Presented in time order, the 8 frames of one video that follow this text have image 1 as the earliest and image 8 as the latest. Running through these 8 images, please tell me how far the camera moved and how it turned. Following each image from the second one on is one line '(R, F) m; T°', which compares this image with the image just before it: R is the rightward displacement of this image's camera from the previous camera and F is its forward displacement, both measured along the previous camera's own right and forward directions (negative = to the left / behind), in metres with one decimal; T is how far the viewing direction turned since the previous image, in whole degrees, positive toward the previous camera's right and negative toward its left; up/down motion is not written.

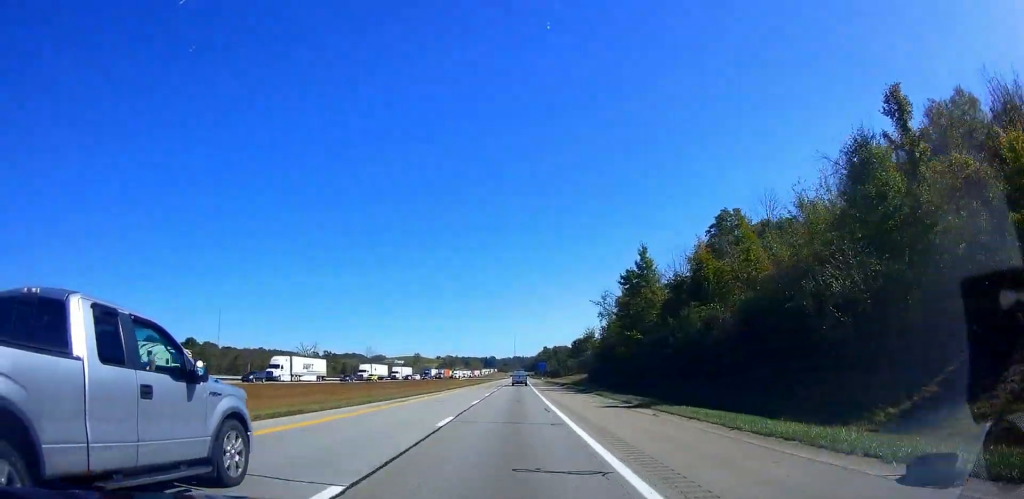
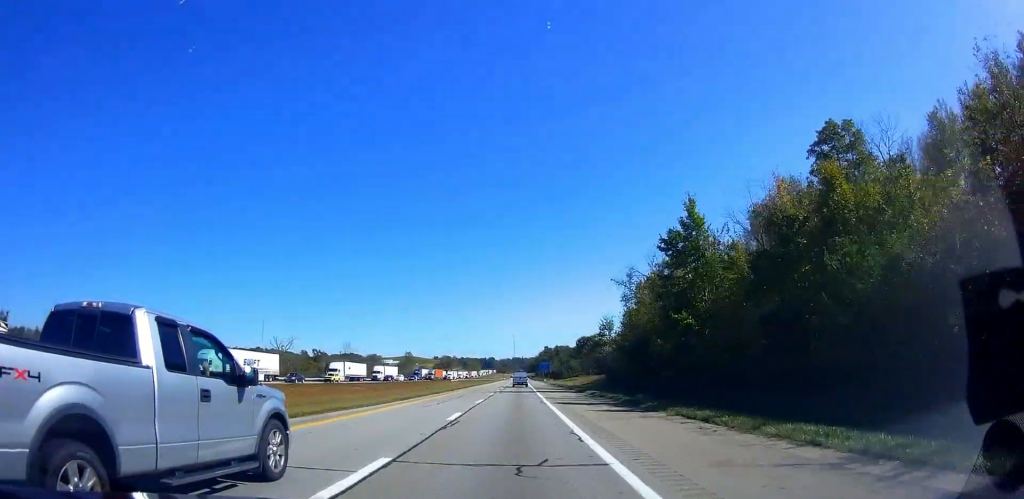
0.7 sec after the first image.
(0.0, +21.6) m; +1°
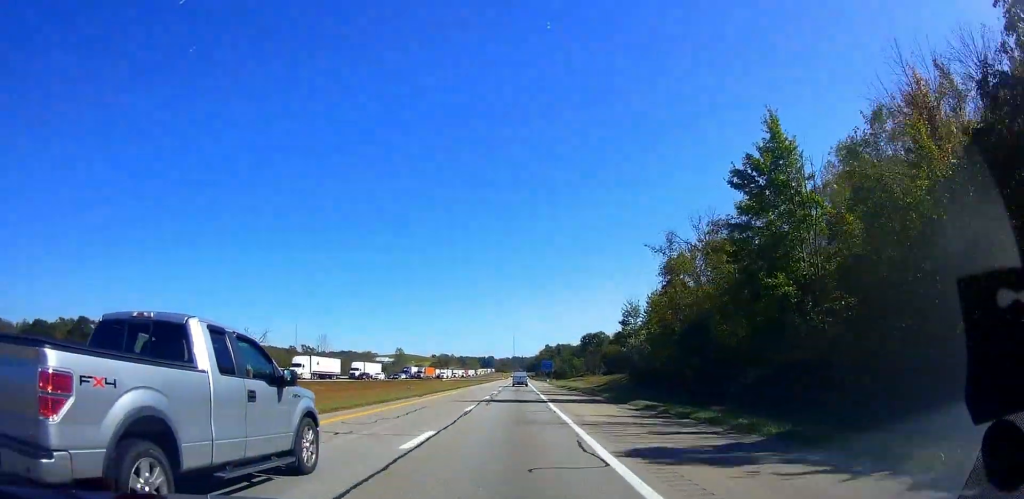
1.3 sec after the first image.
(-0.3, +19.4) m; +1°
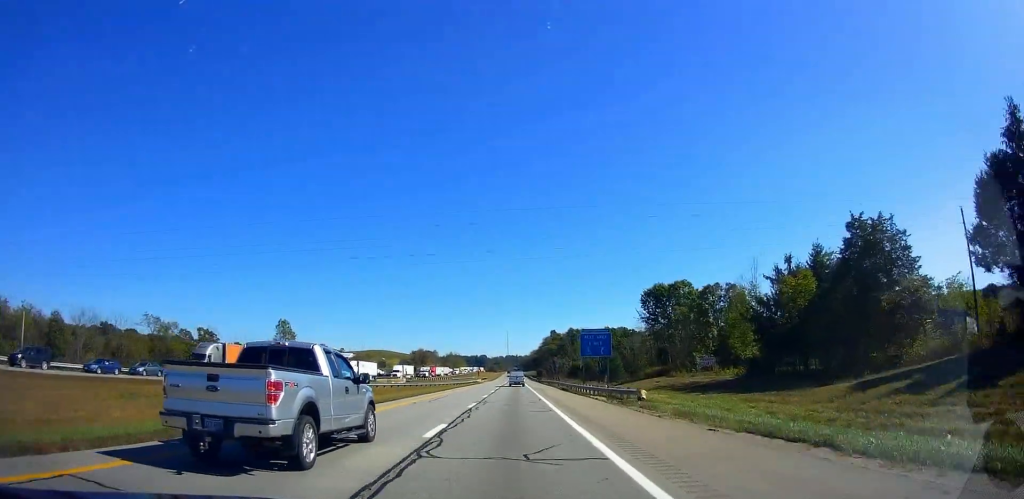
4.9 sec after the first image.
(+0.4, +117.5) m; -1°
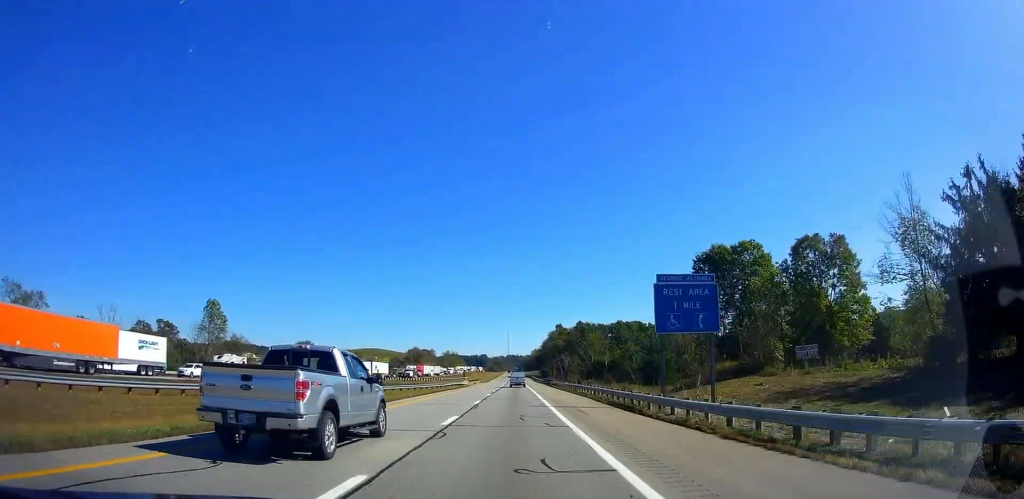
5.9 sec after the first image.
(-0.3, +32.4) m; 0°
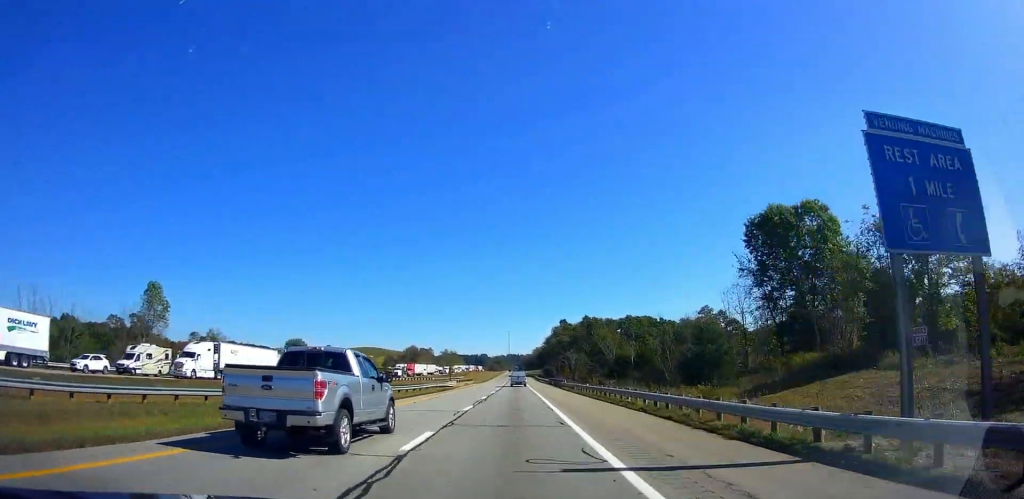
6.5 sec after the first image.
(0.0, +18.2) m; +1°
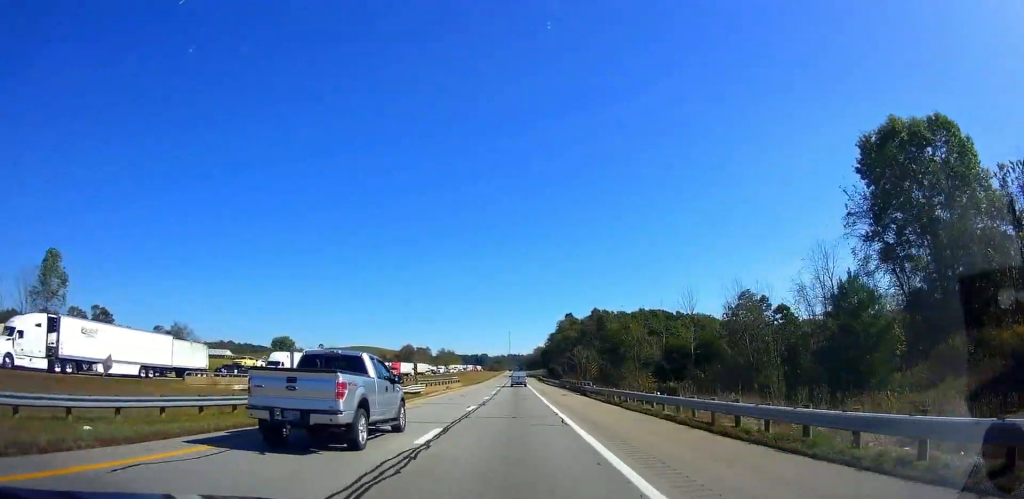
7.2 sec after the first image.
(+0.7, +22.5) m; 0°
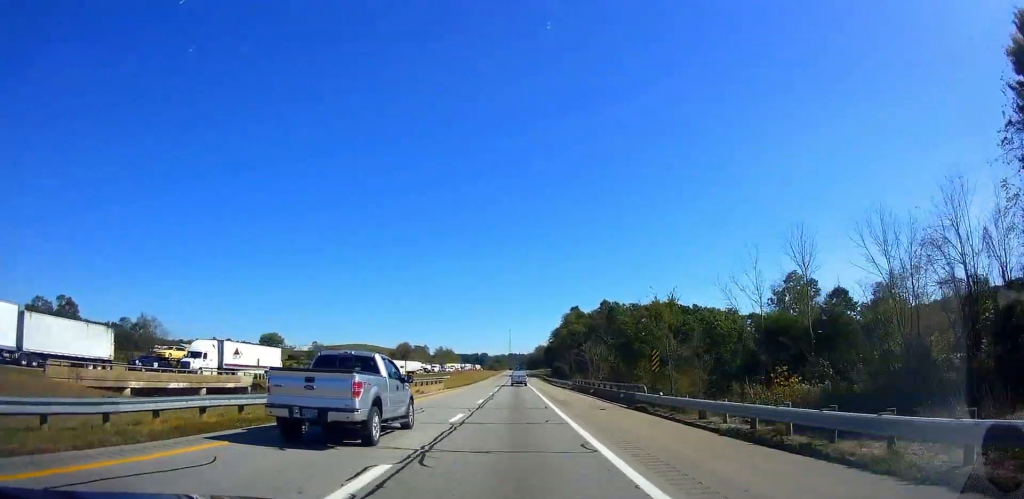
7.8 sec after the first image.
(-0.4, +18.2) m; -1°
